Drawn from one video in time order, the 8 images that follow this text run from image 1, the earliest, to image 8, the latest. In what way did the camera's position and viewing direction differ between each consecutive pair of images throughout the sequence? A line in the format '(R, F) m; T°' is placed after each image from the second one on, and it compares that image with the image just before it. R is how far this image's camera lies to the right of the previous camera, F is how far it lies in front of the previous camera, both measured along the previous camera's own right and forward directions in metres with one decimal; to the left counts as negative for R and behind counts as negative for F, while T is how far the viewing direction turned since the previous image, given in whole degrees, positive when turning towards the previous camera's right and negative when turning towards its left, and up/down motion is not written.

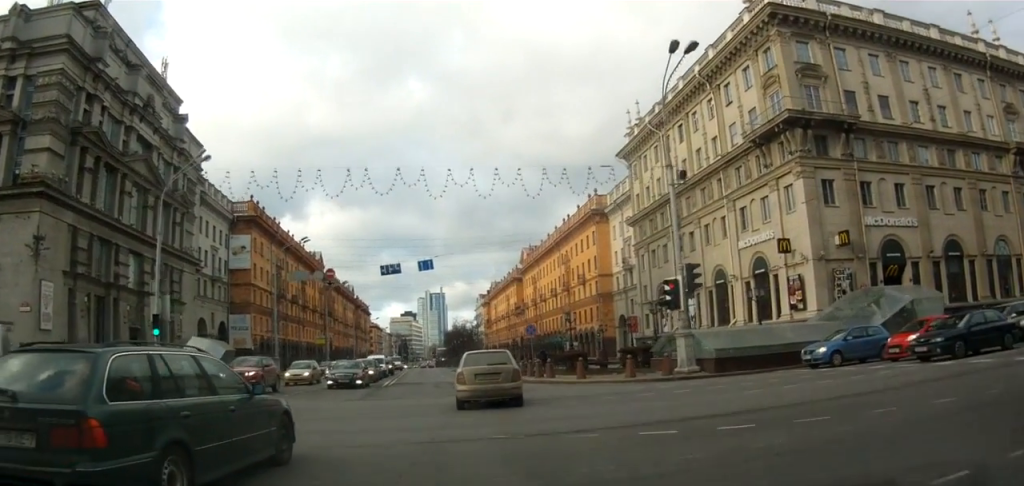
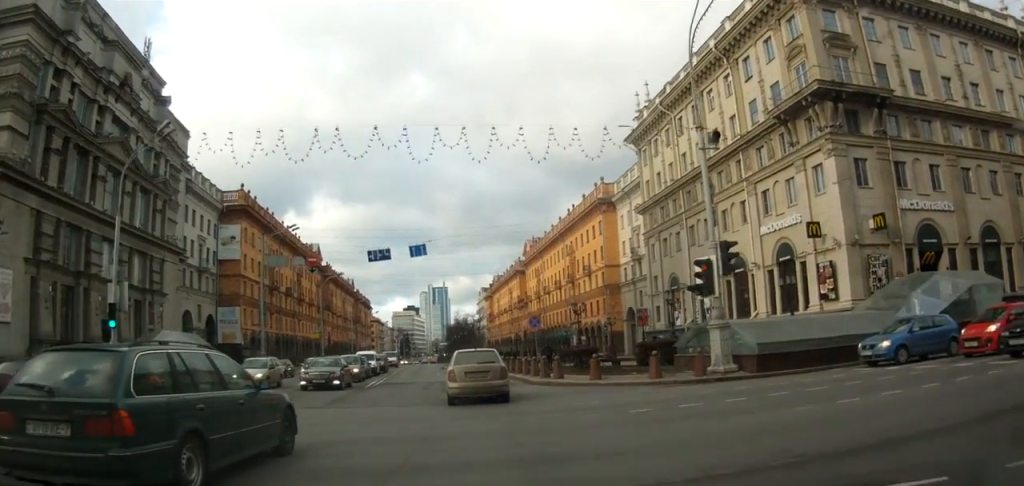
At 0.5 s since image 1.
(+0.2, +4.3) m; -2°
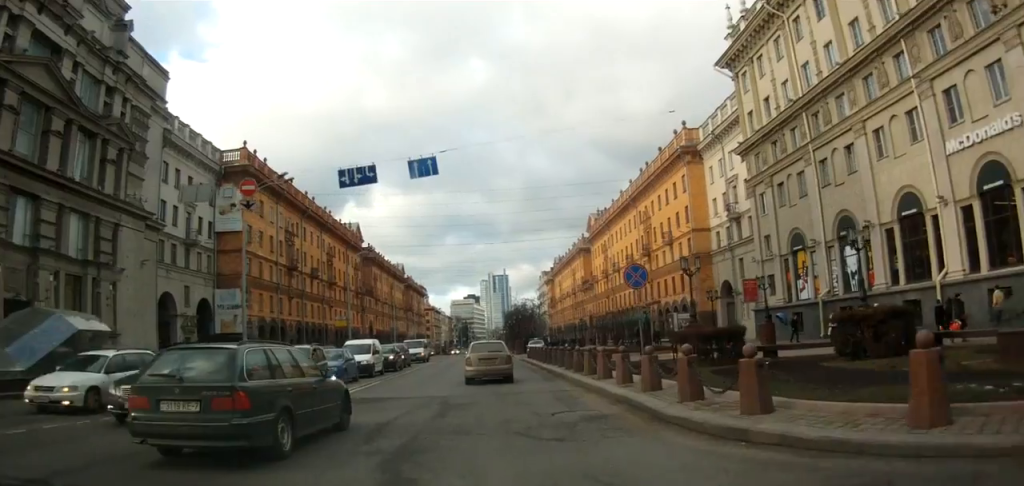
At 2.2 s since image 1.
(-2.1, +17.4) m; -10°
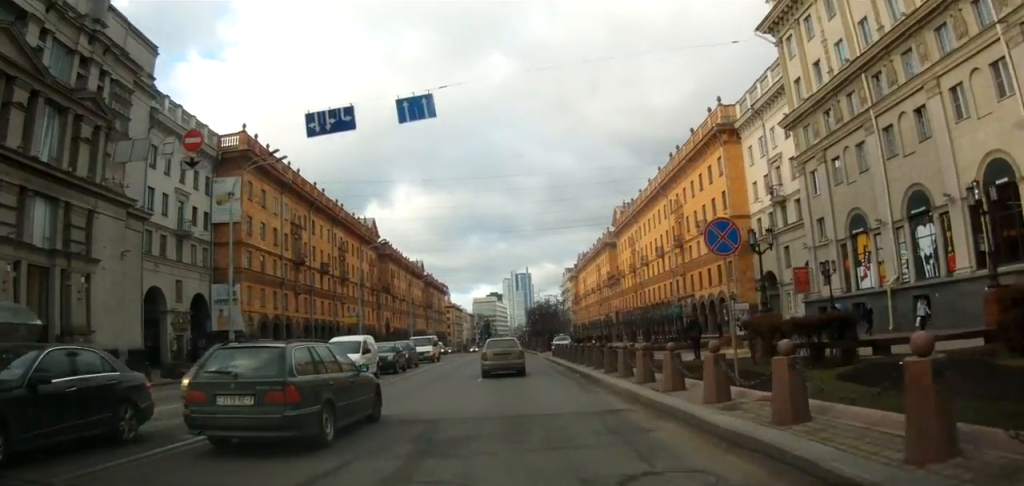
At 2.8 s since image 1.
(-0.1, +6.2) m; -1°
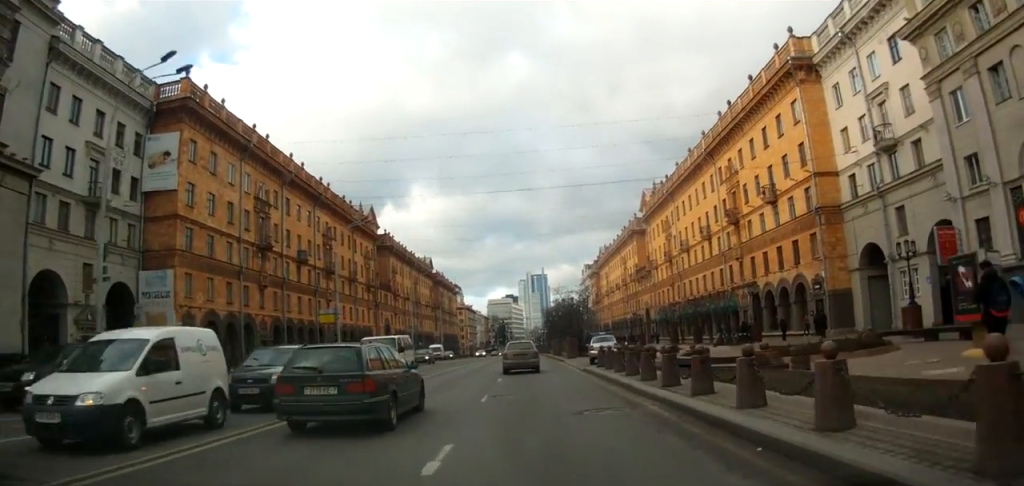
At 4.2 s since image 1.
(0.0, +16.5) m; -1°
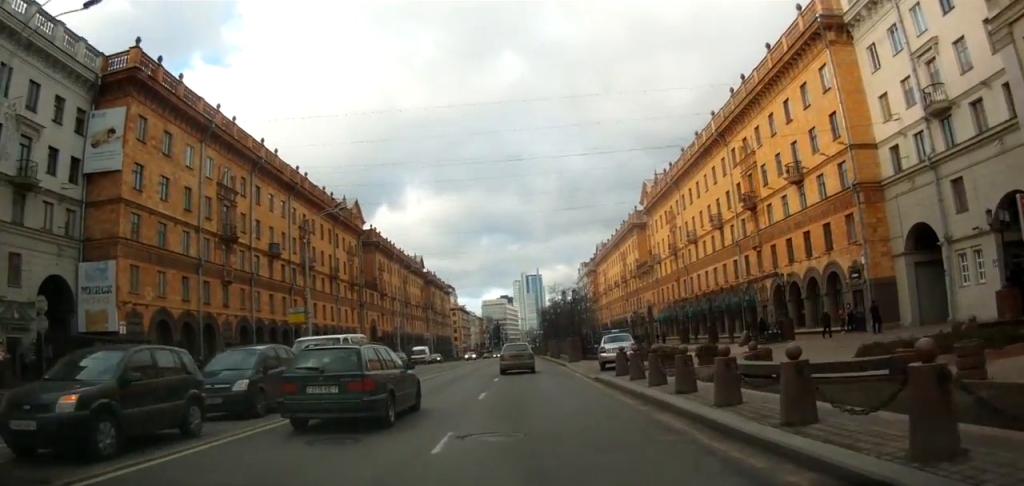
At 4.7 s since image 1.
(0.0, +7.0) m; 0°
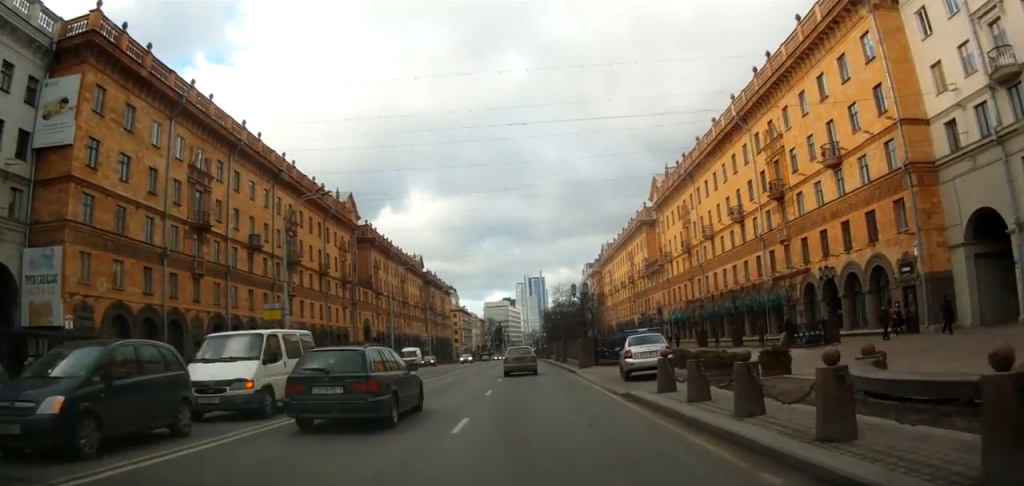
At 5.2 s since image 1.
(-0.1, +6.2) m; 0°
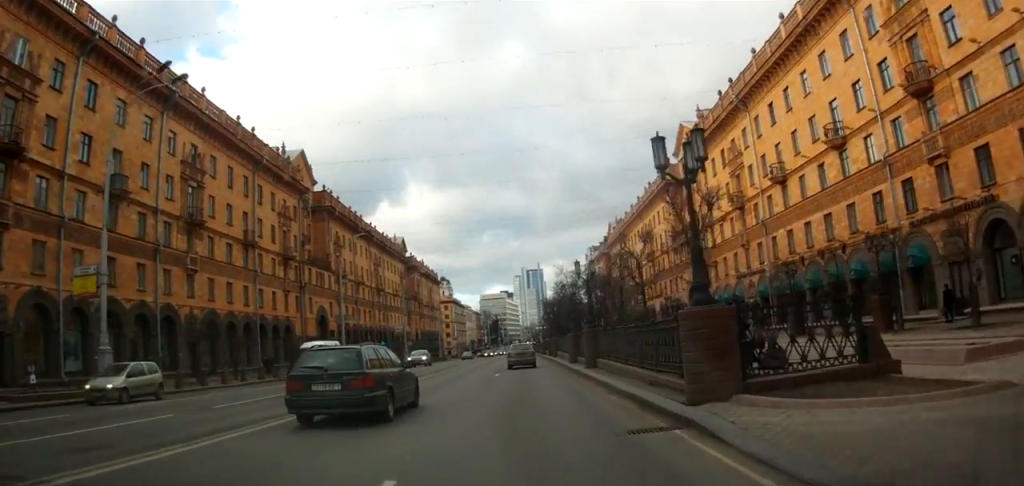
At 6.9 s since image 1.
(+0.1, +22.6) m; -1°
